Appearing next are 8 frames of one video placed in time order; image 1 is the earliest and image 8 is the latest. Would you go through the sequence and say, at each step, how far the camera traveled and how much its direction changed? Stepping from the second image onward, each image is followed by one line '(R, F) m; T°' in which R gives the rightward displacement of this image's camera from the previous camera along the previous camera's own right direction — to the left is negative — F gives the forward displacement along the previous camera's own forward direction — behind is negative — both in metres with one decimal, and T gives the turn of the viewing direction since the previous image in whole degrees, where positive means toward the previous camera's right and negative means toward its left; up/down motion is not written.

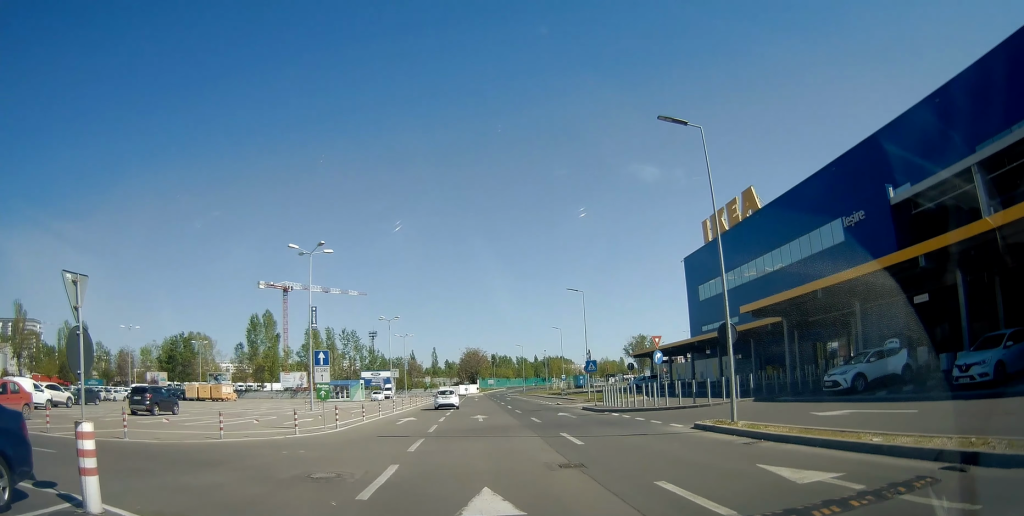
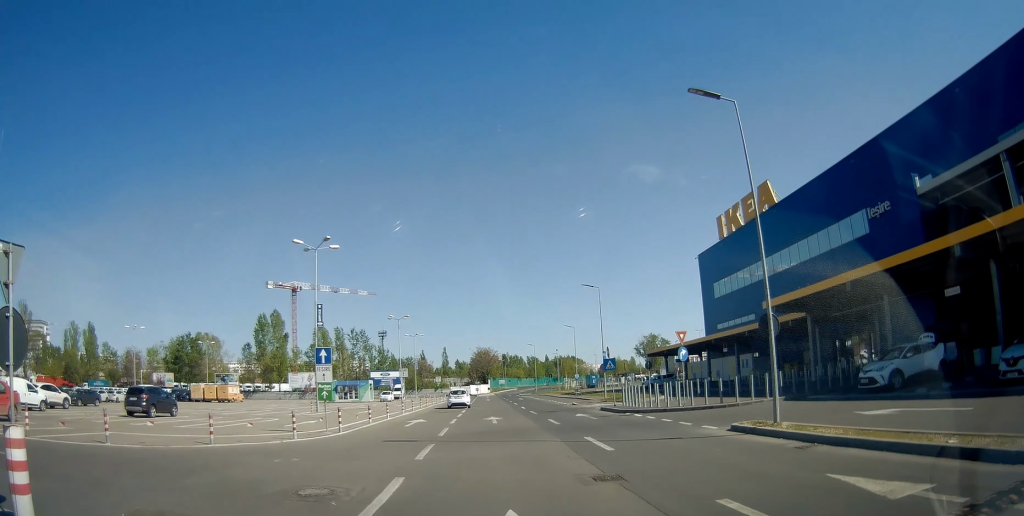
(0.0, +2.0) m; +1°
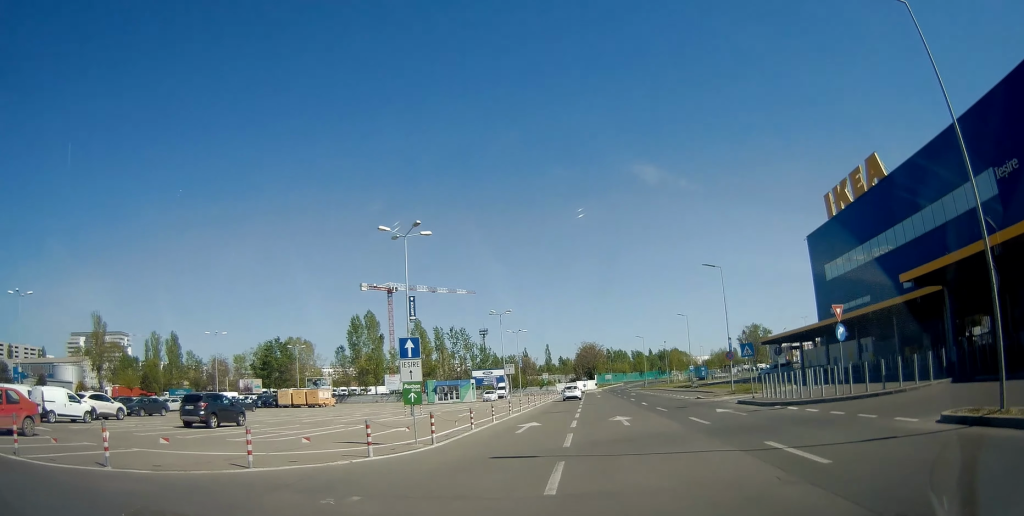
(0.0, +5.1) m; -15°
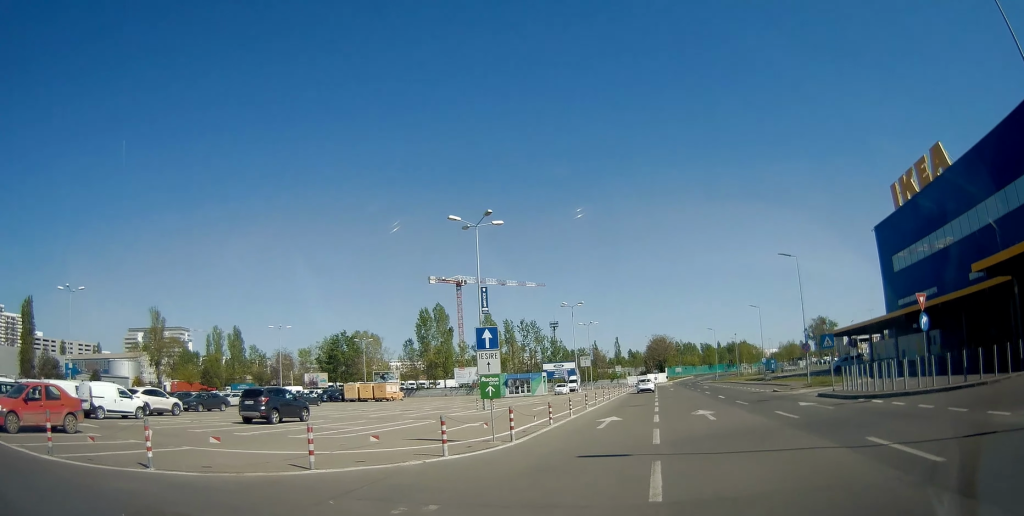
(-0.1, +1.1) m; -13°
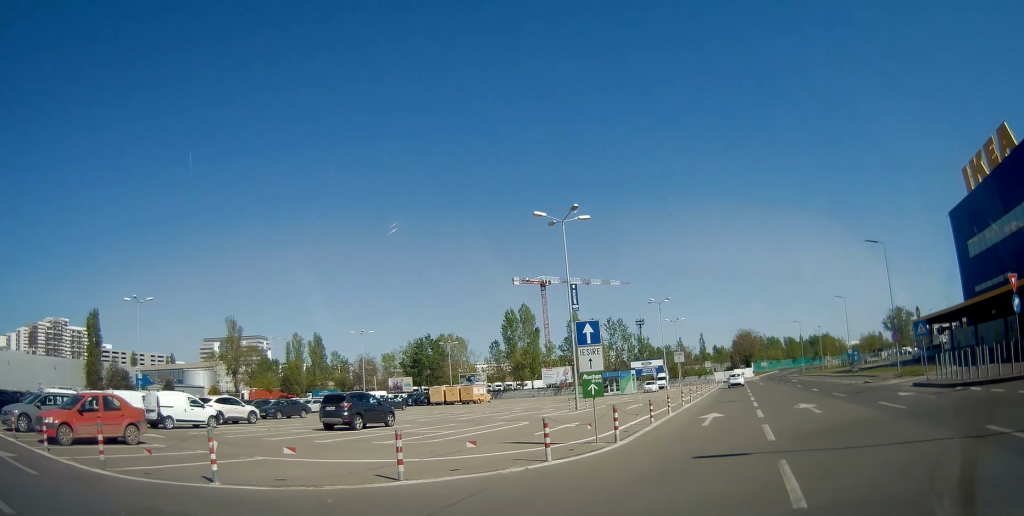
(0.0, +1.1) m; -12°
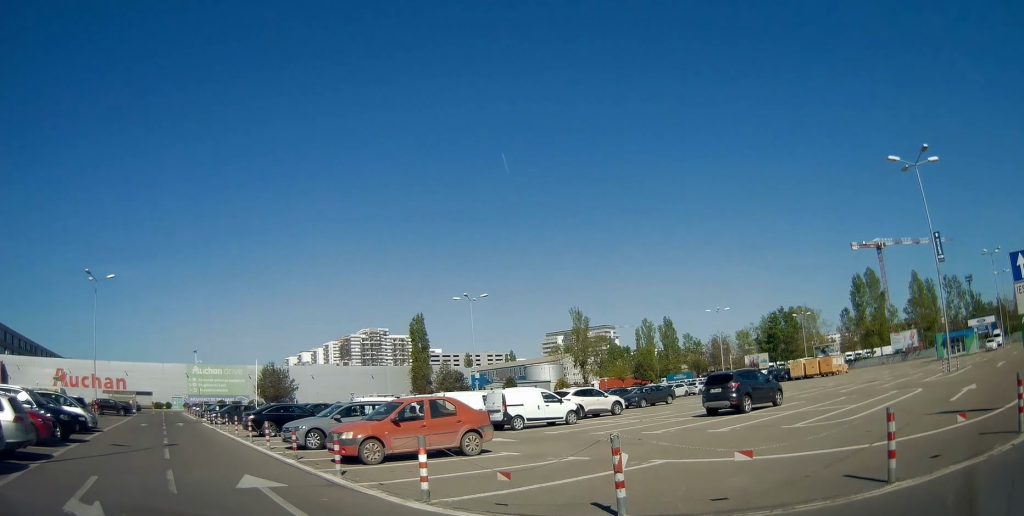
(-0.9, +3.3) m; -23°
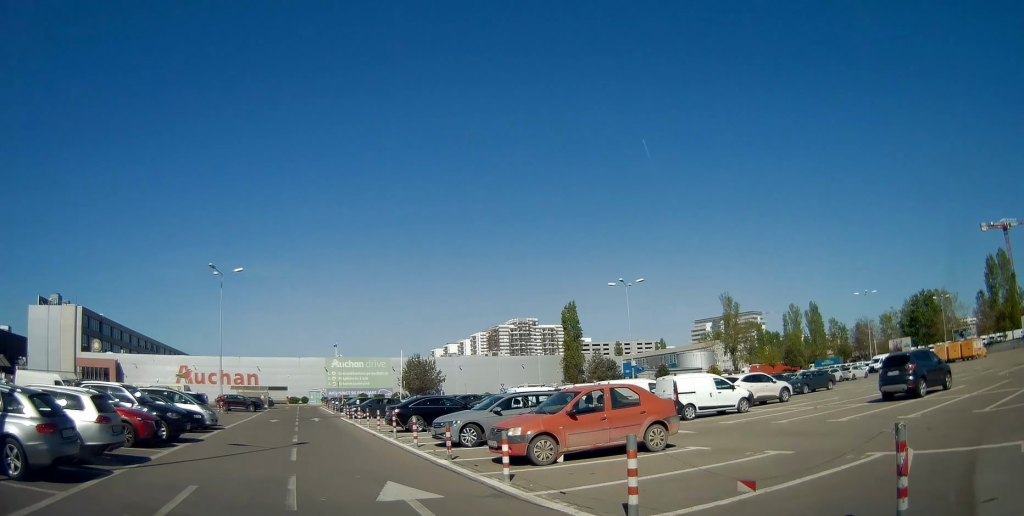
(0.0, +1.8) m; -11°
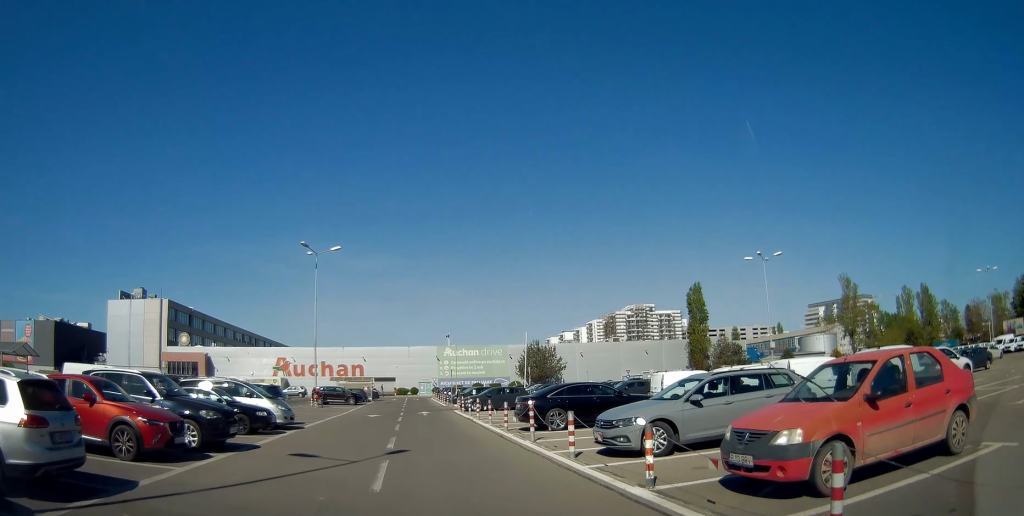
(-1.1, +5.5) m; -11°
